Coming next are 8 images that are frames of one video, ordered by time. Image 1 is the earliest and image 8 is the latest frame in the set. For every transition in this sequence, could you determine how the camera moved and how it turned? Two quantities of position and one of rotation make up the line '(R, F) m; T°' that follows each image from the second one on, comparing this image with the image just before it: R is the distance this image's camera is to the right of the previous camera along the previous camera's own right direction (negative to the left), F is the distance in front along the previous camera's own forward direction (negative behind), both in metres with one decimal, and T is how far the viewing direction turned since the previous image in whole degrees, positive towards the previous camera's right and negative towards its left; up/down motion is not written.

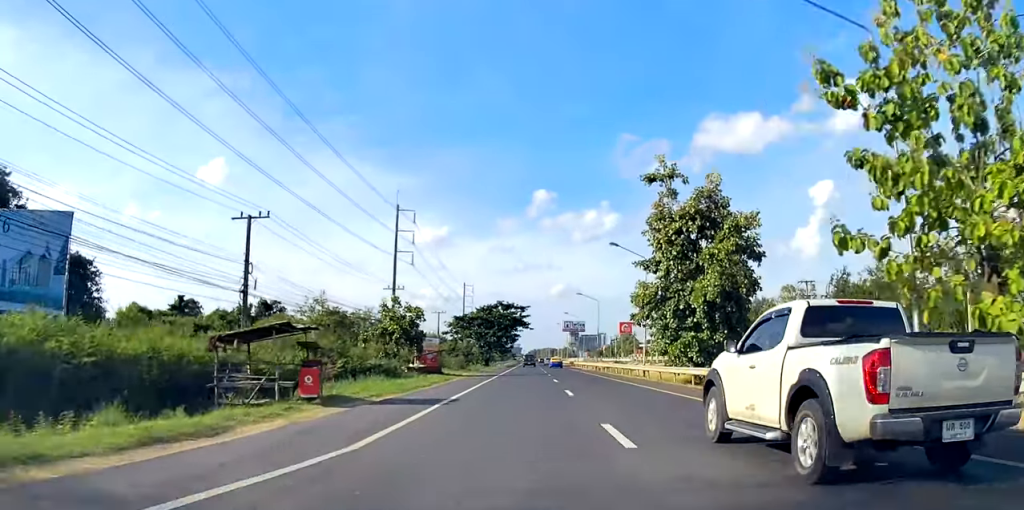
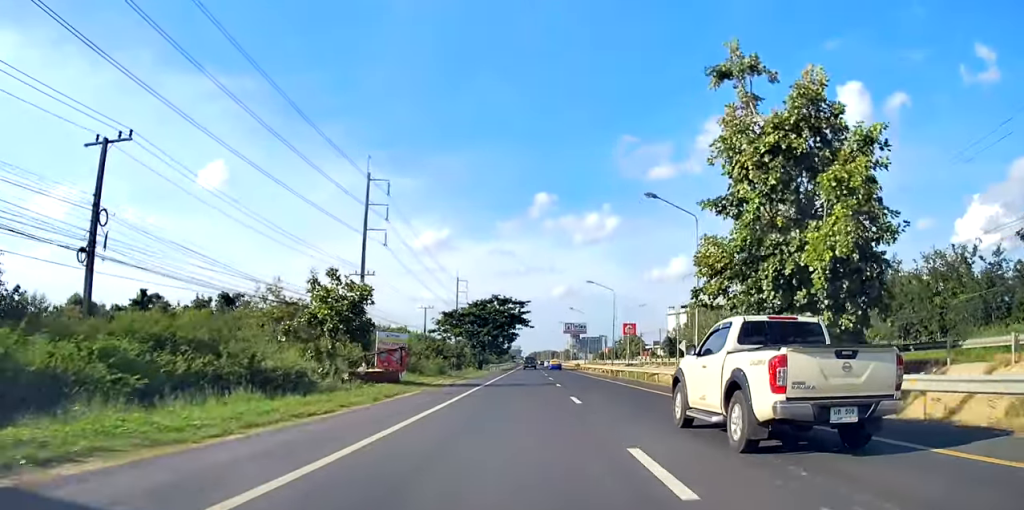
(+0.3, +14.9) m; 0°
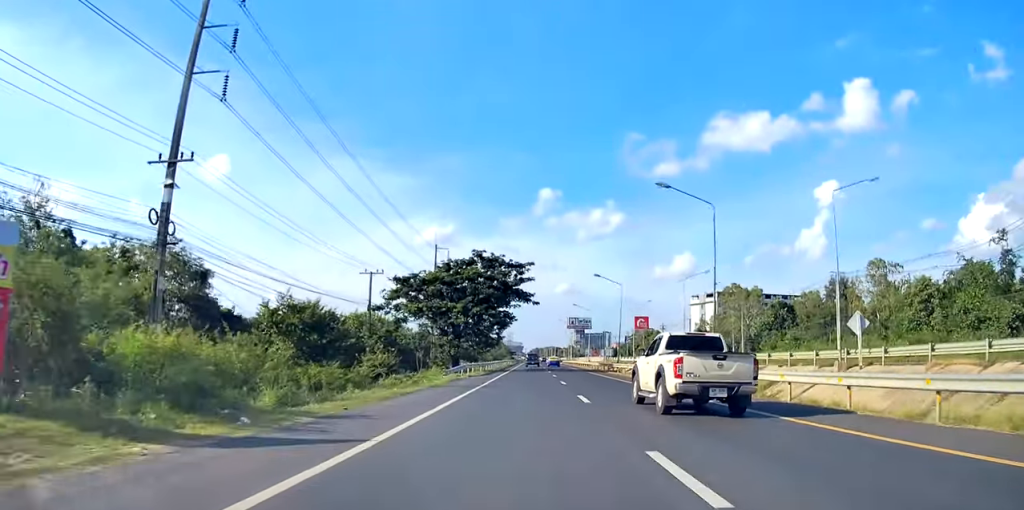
(0.0, +37.5) m; 0°
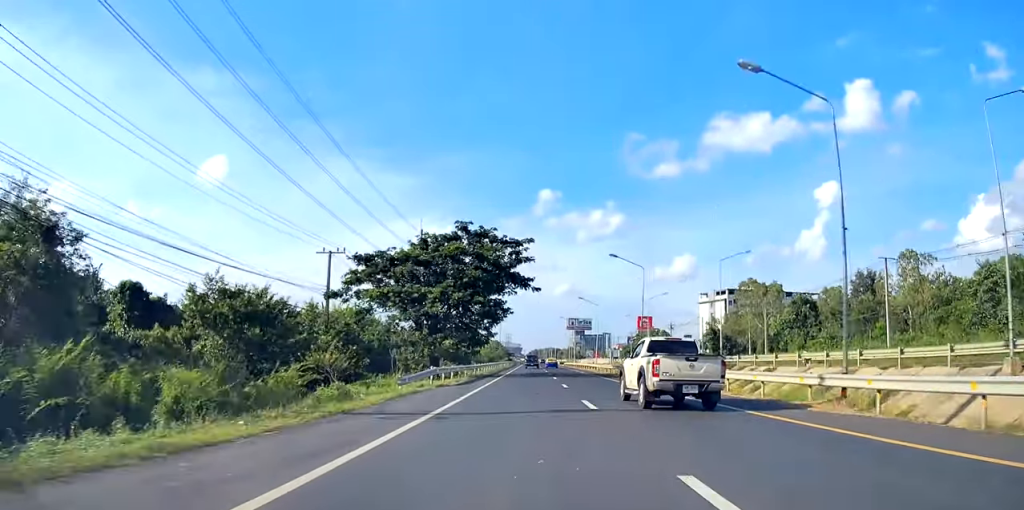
(-0.4, +14.2) m; -1°
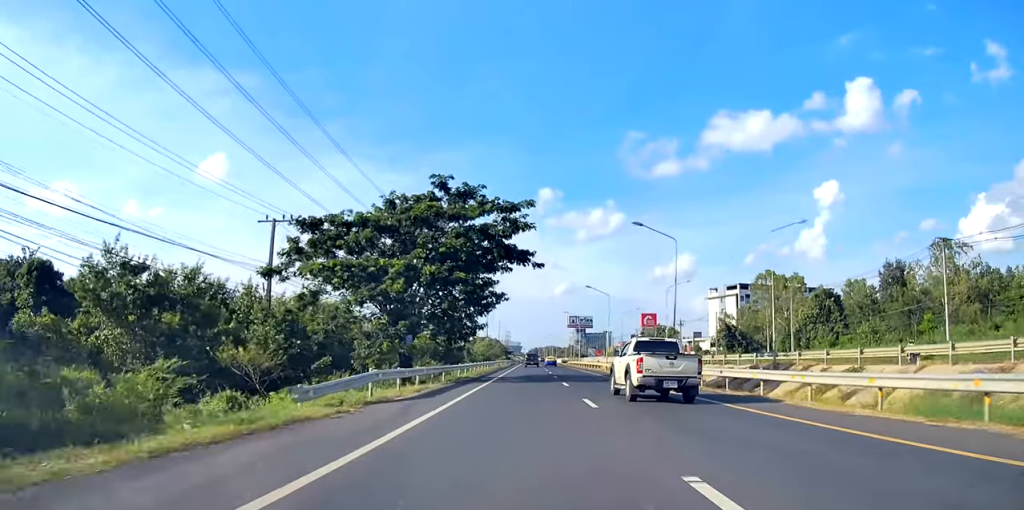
(-0.2, +12.0) m; -1°
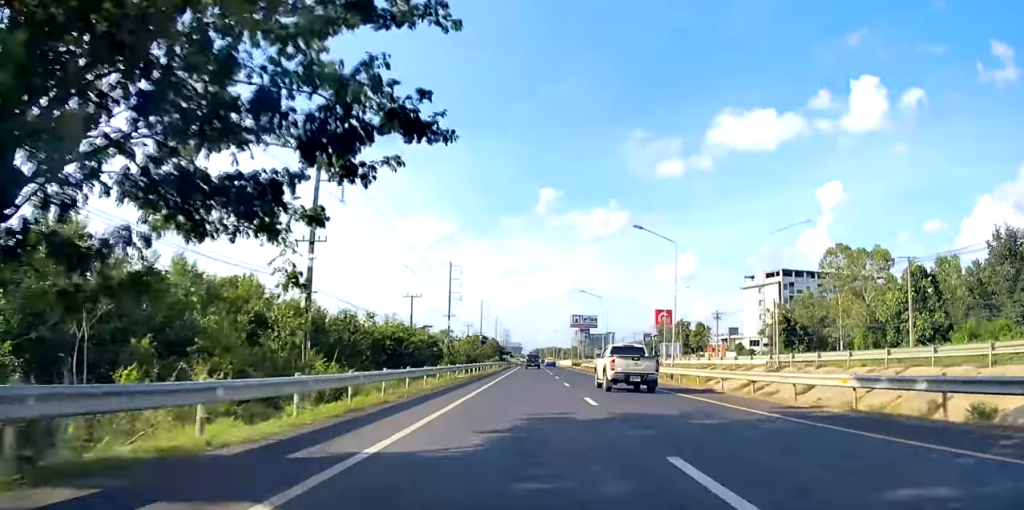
(+0.7, +35.2) m; +2°
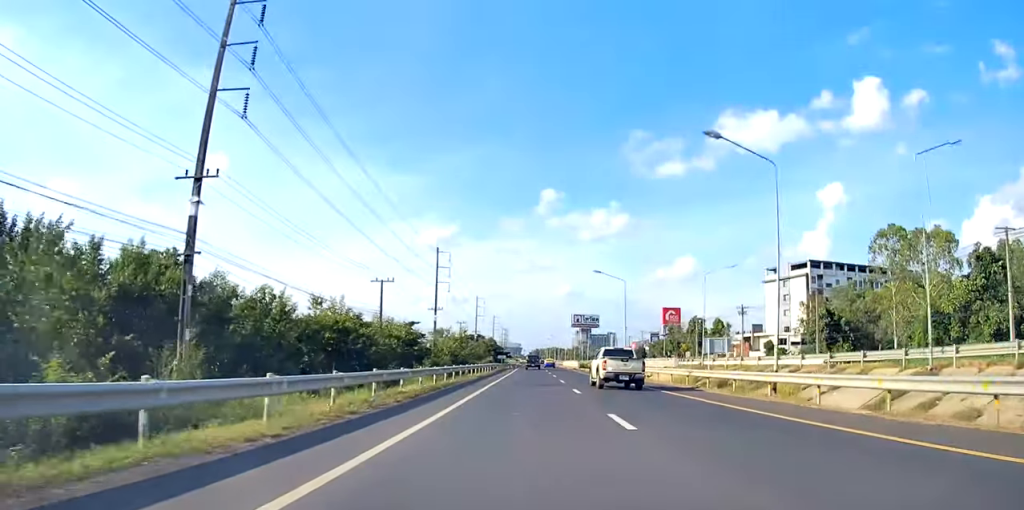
(+0.1, +17.9) m; +1°
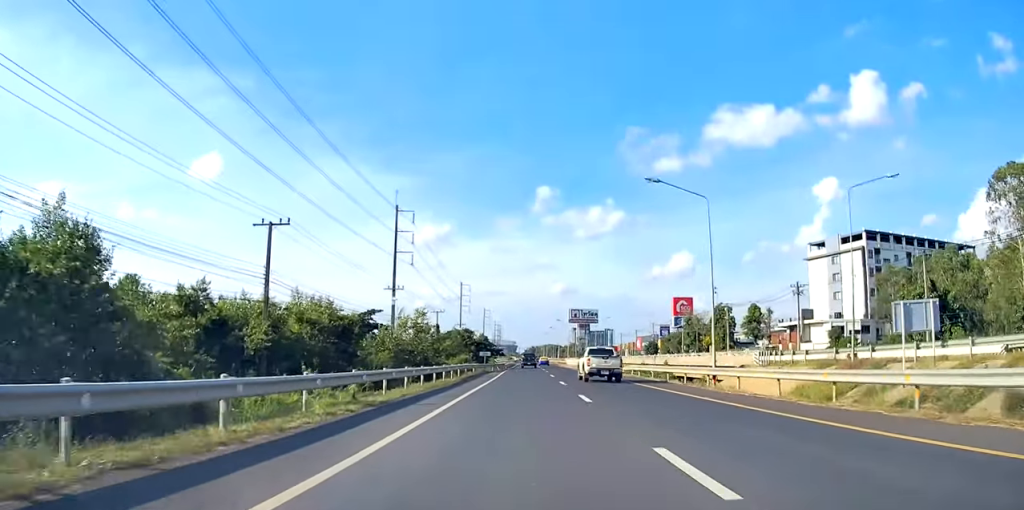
(+0.4, +29.3) m; -1°
